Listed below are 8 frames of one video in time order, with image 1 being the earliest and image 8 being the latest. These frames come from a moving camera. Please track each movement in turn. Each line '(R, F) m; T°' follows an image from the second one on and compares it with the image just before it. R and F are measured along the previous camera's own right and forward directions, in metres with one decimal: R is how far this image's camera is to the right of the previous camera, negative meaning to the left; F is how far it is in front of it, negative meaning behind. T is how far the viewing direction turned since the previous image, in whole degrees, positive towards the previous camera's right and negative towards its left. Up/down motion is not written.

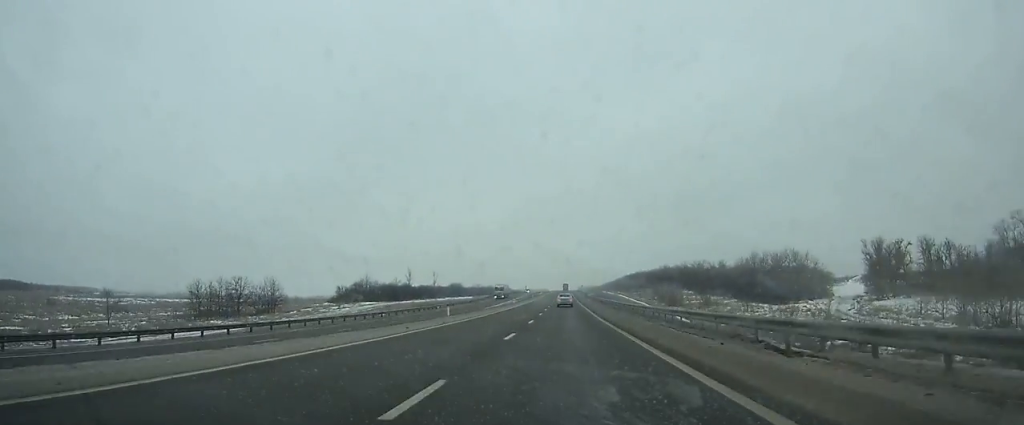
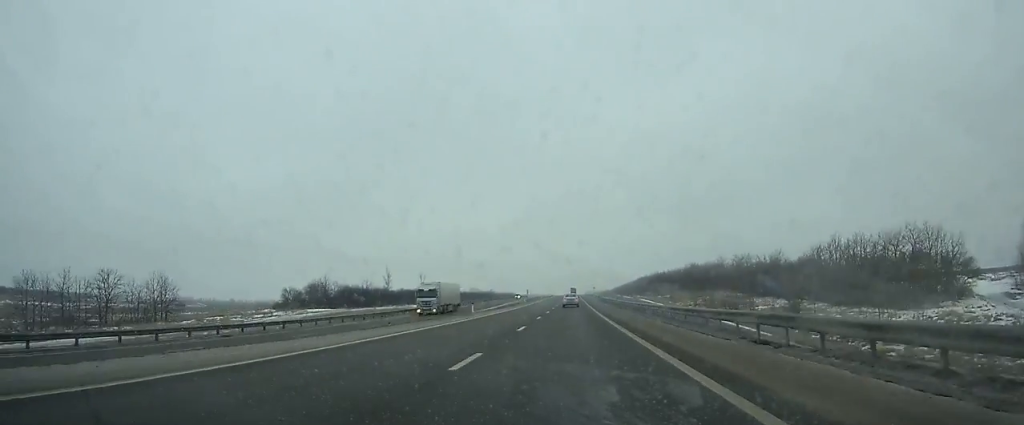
(0.0, +43.7) m; 0°
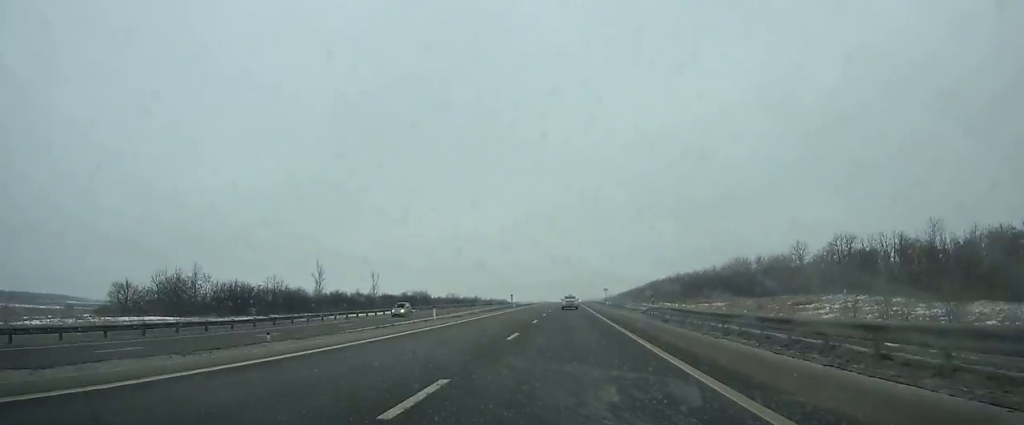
(-0.1, +62.7) m; 0°
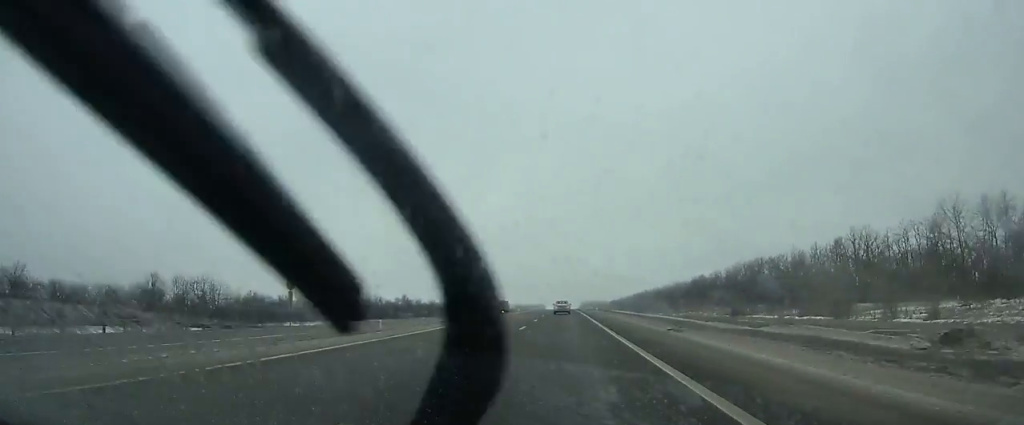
(+0.7, +182.9) m; 0°
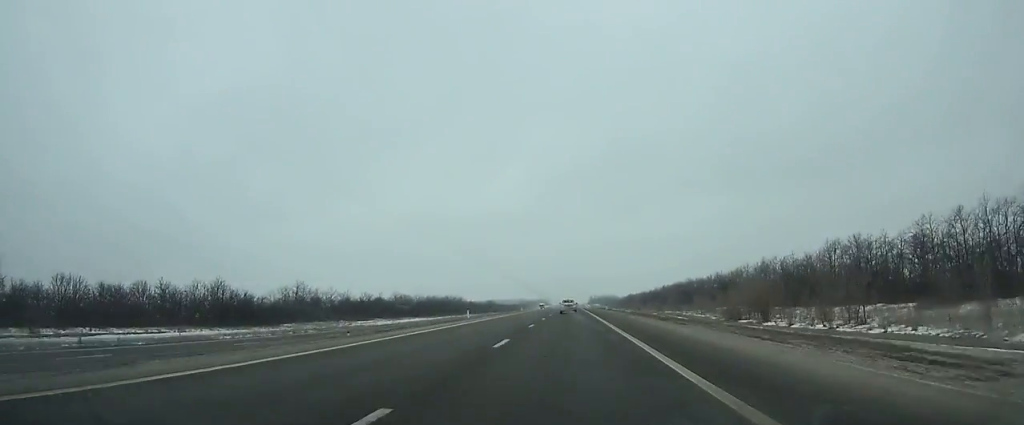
(-0.4, +106.8) m; 0°
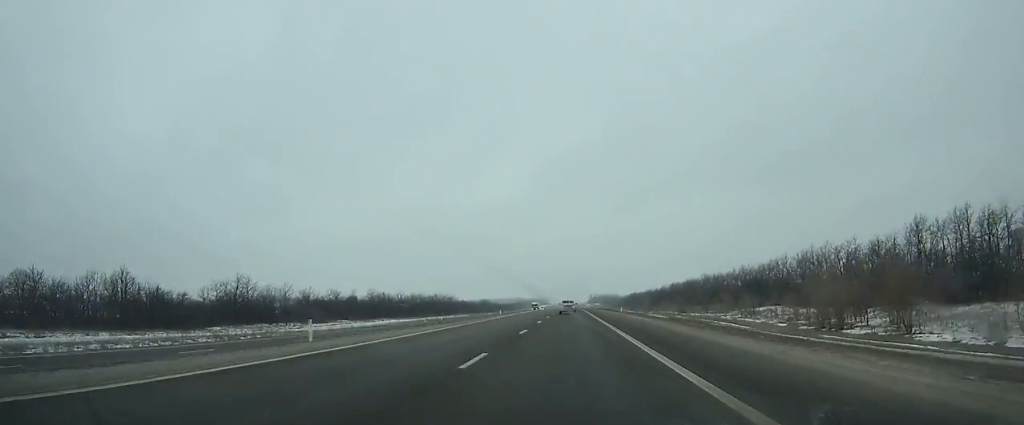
(+0.1, +28.8) m; 0°
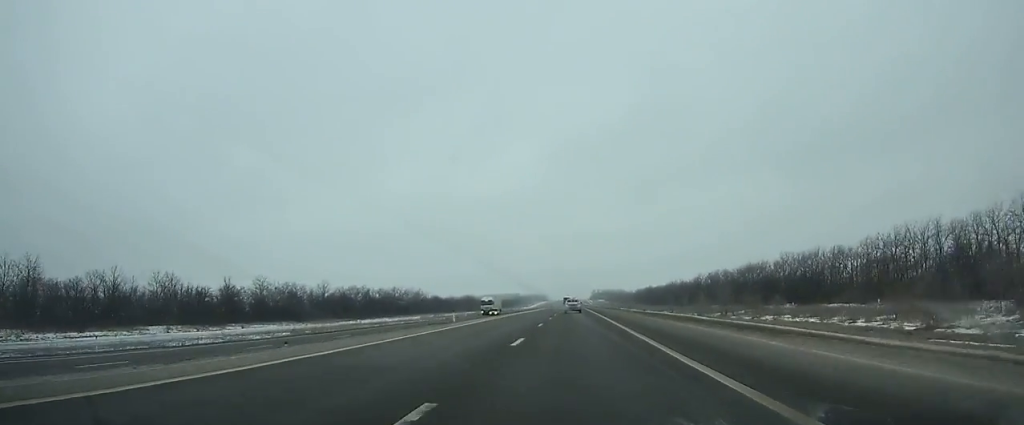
(+0.1, +79.6) m; 0°
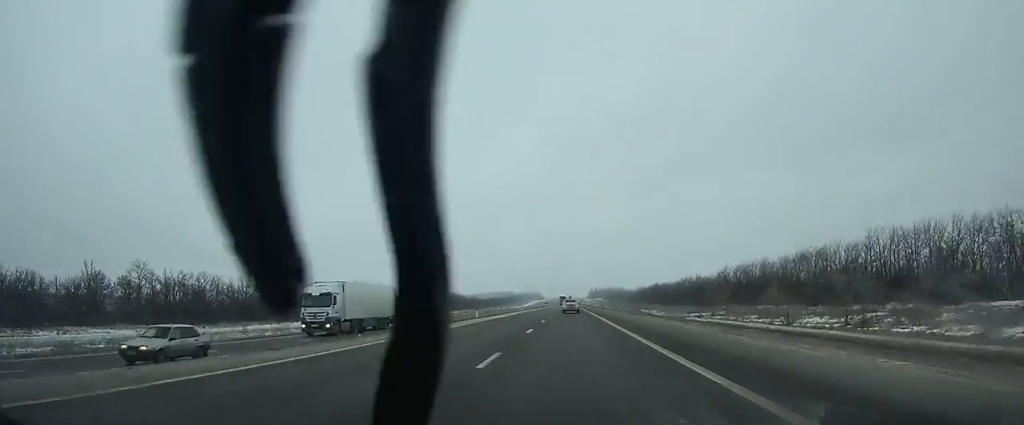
(0.0, +41.4) m; 0°
